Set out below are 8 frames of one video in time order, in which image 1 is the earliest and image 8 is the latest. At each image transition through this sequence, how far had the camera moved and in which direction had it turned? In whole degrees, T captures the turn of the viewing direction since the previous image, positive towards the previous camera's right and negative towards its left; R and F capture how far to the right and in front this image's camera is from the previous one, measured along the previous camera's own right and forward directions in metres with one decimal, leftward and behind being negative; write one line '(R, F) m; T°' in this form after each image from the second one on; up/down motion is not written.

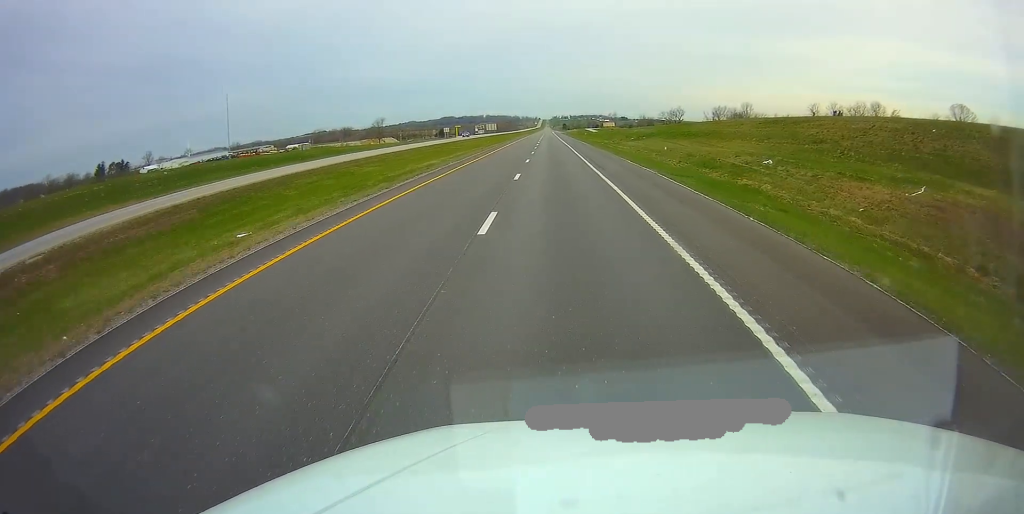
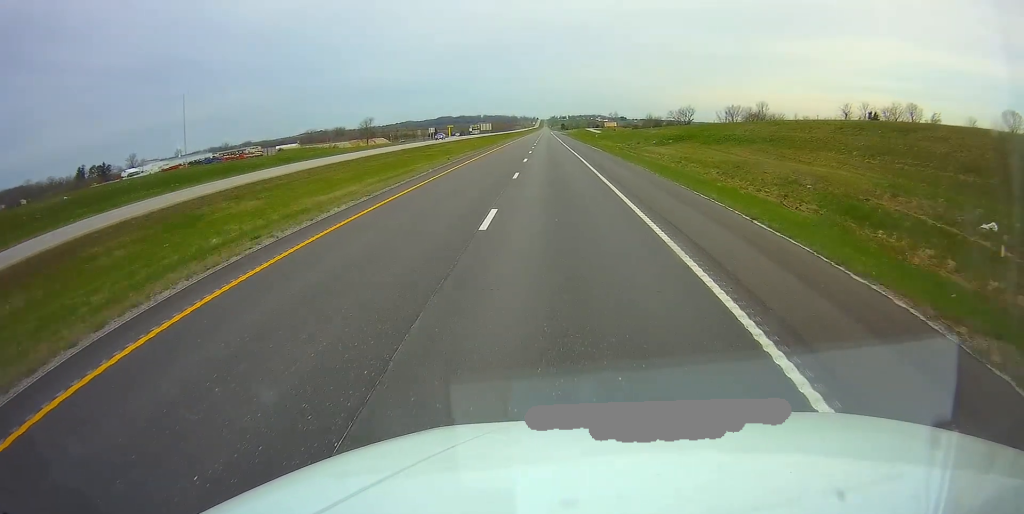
(0.0, +23.7) m; 0°
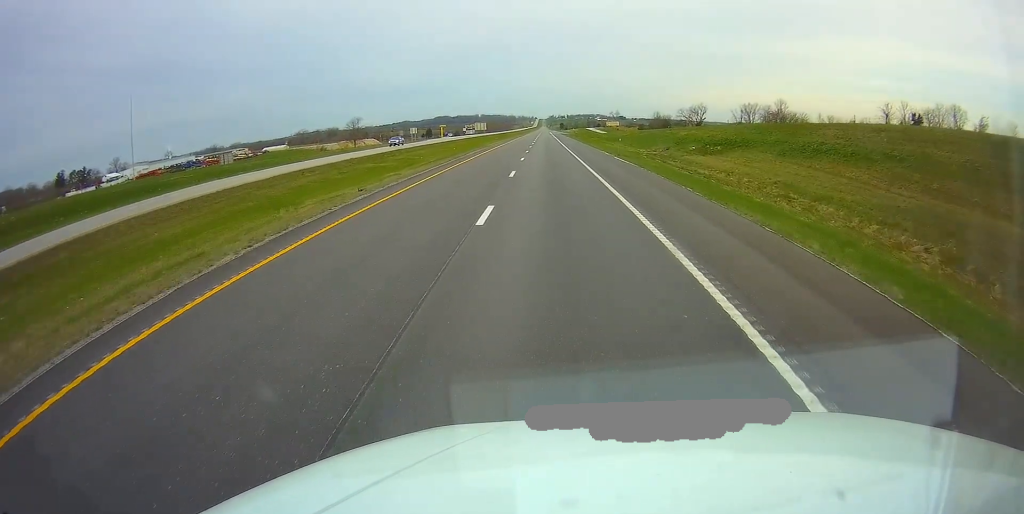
(+0.1, +23.7) m; 0°
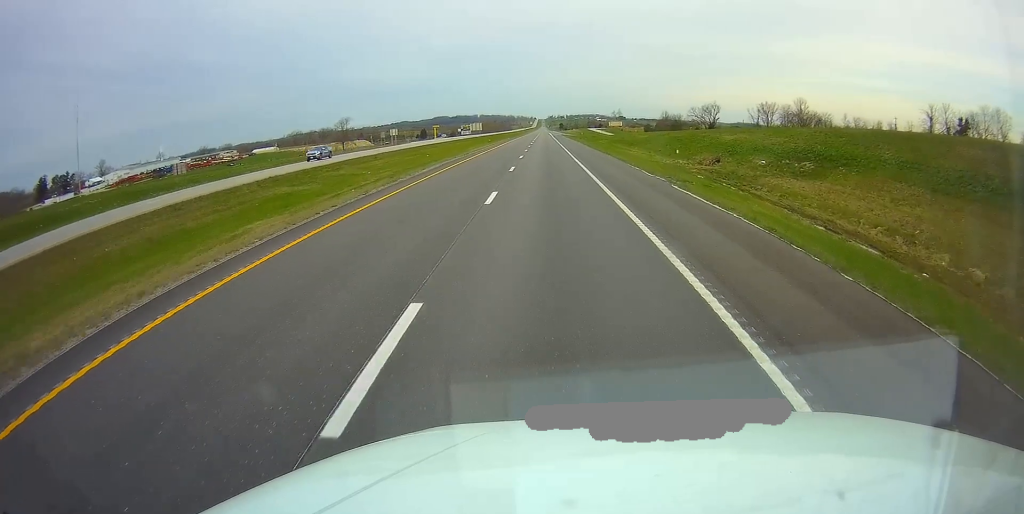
(+0.1, +20.6) m; 0°
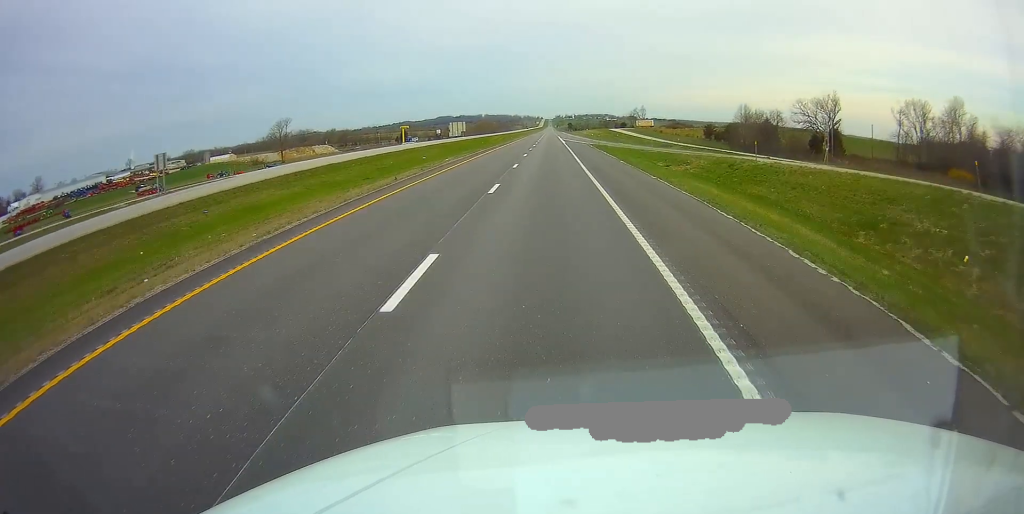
(-0.3, +94.0) m; -1°
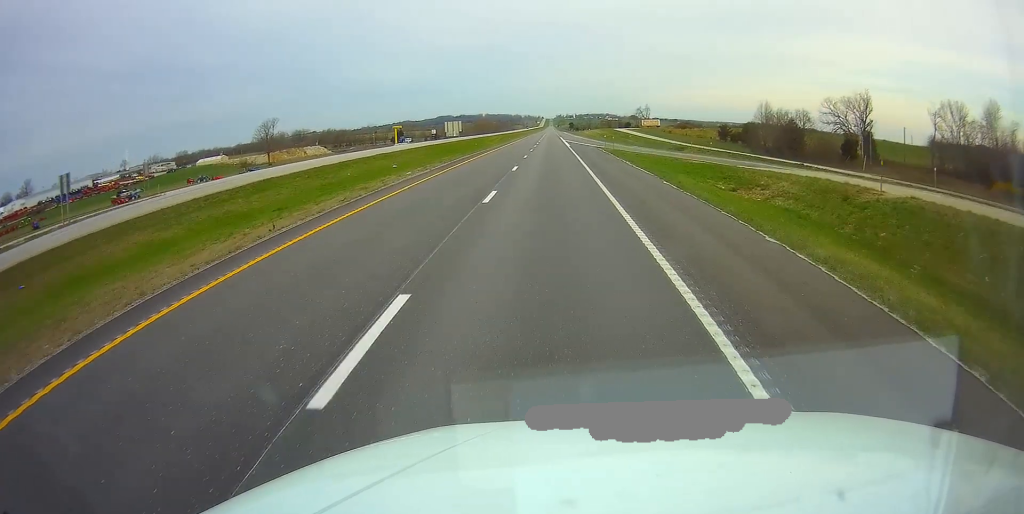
(0.0, +14.5) m; 0°
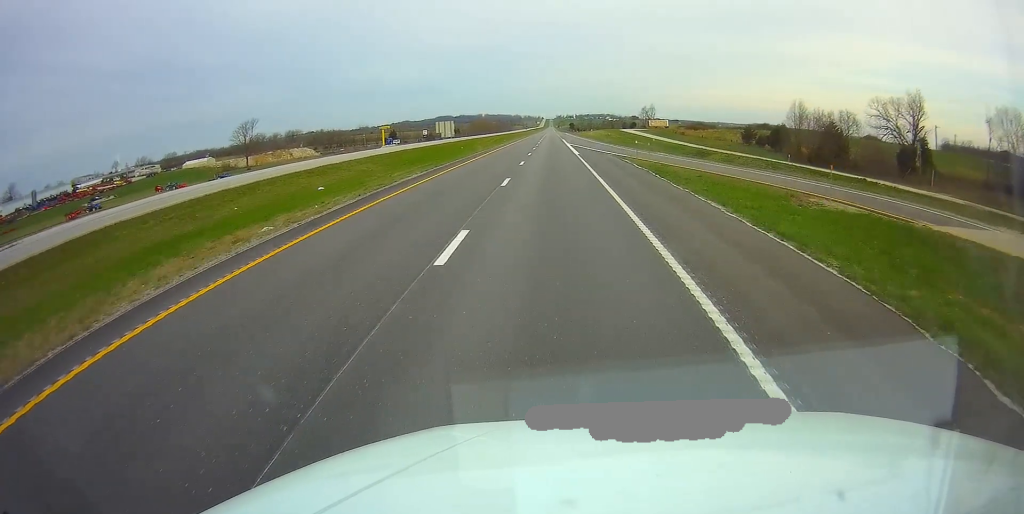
(0.0, +19.7) m; 0°
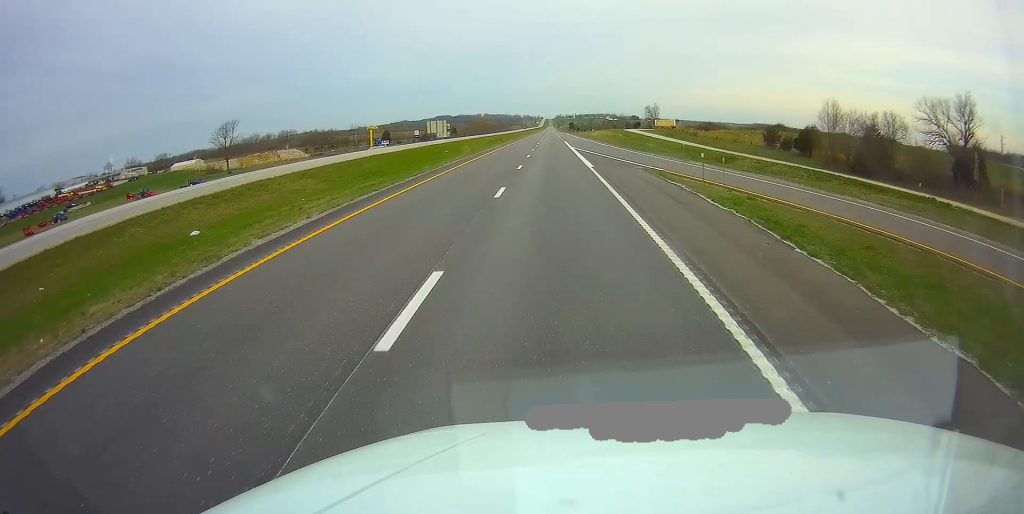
(-0.1, +15.5) m; 0°
